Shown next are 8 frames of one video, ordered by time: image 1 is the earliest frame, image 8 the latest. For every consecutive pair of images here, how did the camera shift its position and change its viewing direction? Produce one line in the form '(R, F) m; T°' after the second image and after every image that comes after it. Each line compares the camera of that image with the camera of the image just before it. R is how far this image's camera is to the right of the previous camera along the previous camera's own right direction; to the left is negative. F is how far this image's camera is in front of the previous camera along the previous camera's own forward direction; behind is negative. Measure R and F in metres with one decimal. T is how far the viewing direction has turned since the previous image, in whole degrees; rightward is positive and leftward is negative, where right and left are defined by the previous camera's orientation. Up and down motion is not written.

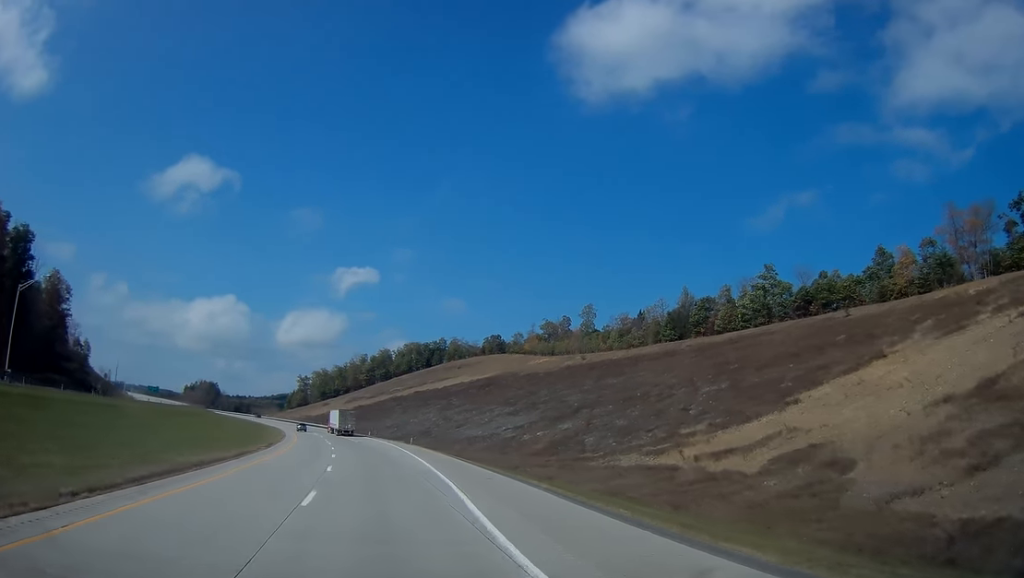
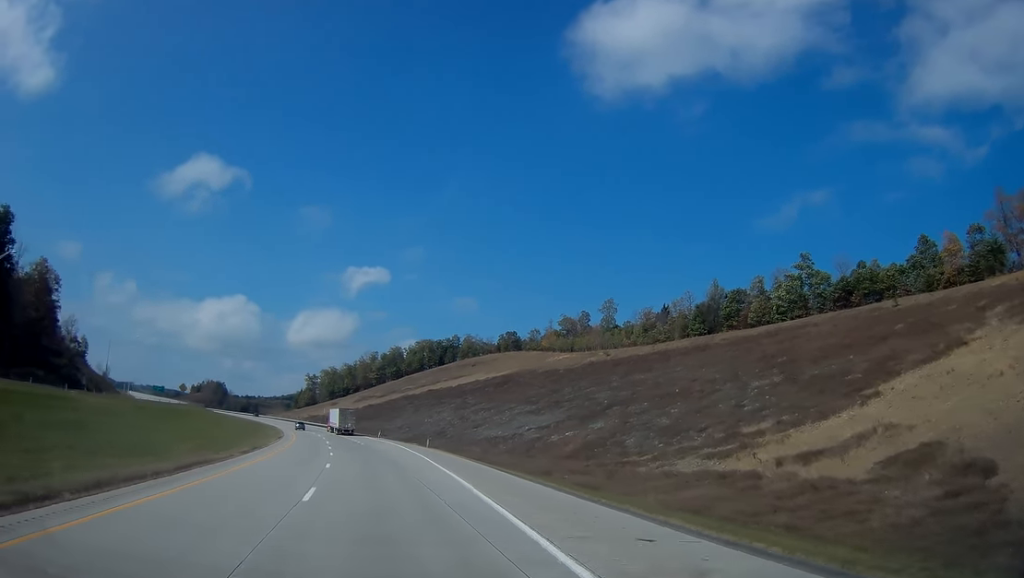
(0.0, +11.5) m; -1°
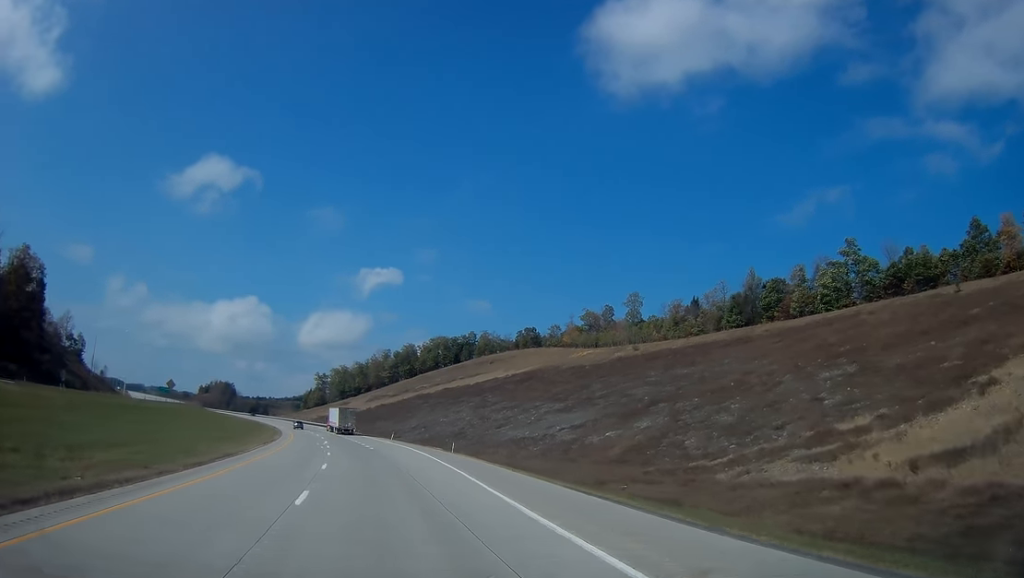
(-0.2, +13.3) m; -1°
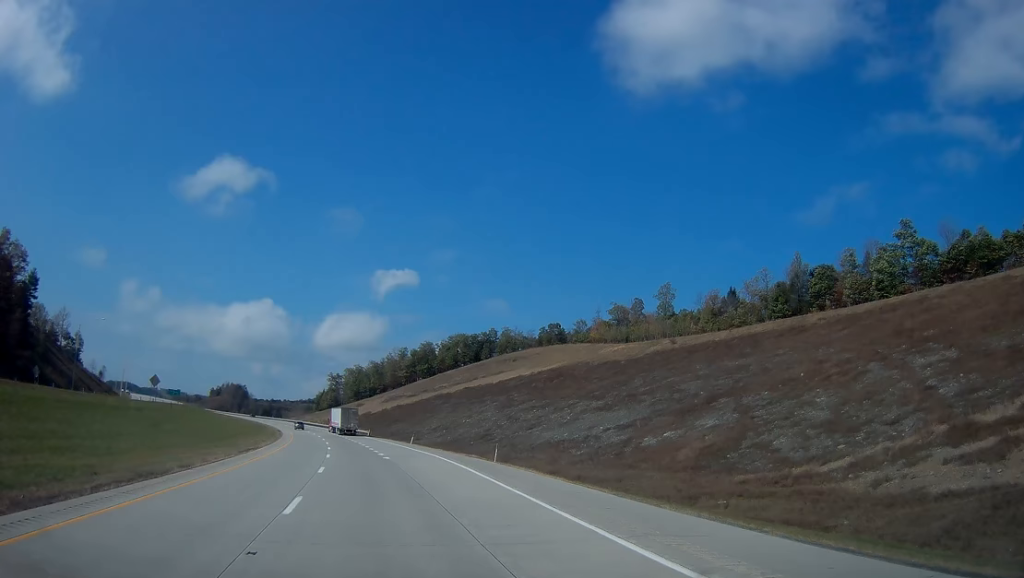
(-0.1, +14.1) m; -1°
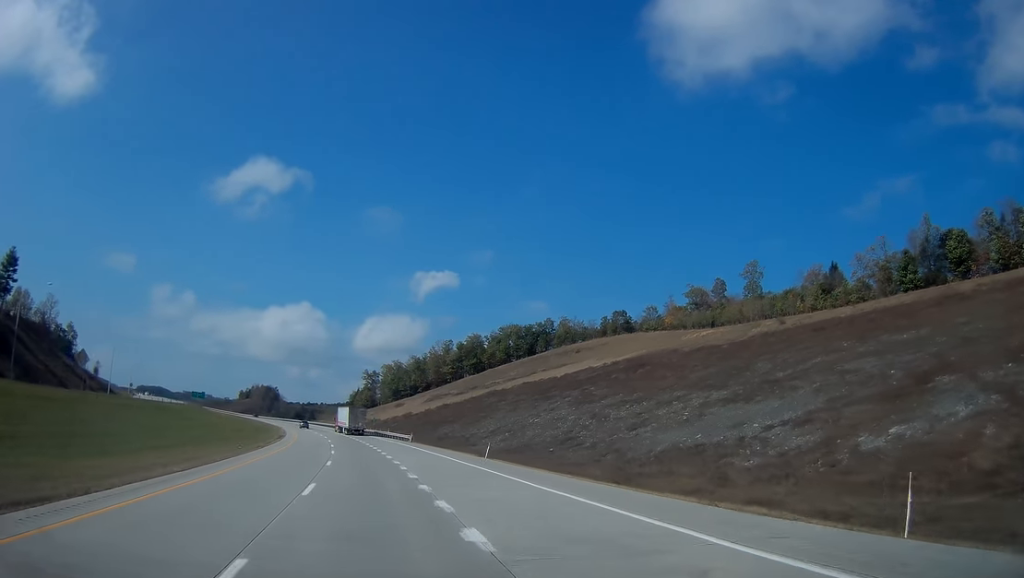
(-0.9, +32.7) m; -3°
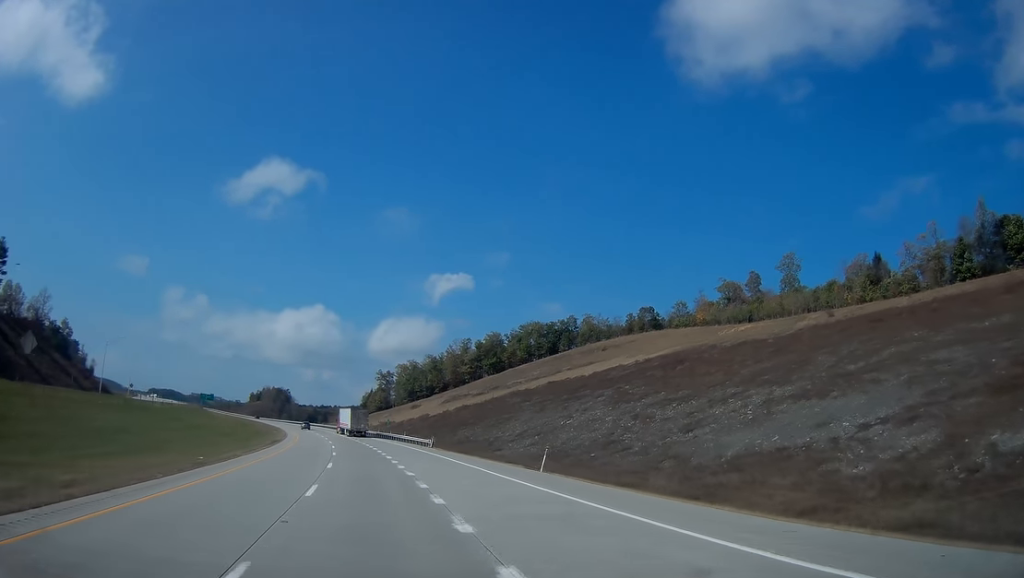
(0.0, +12.4) m; -1°
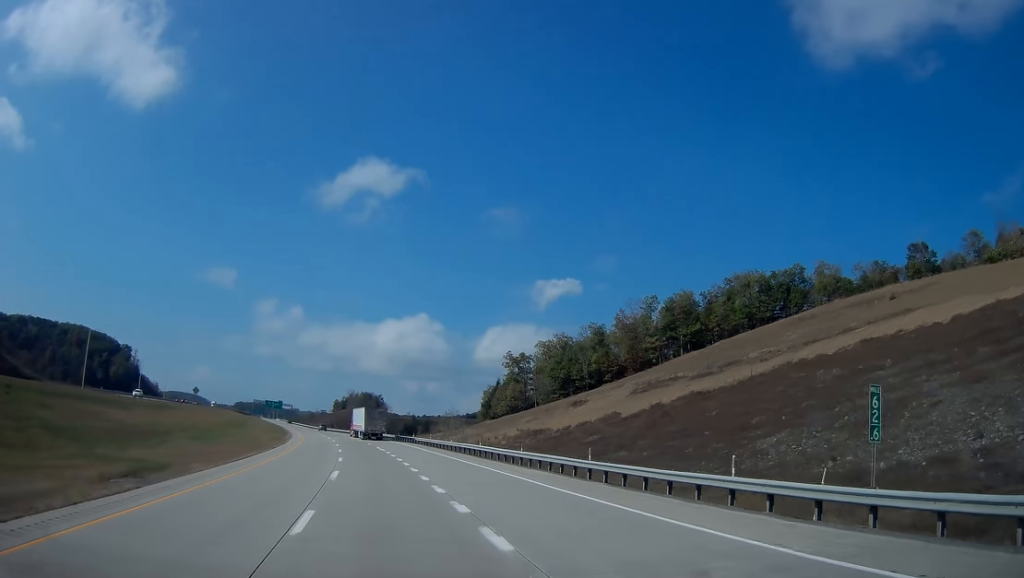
(-8.0, +91.2) m; -10°
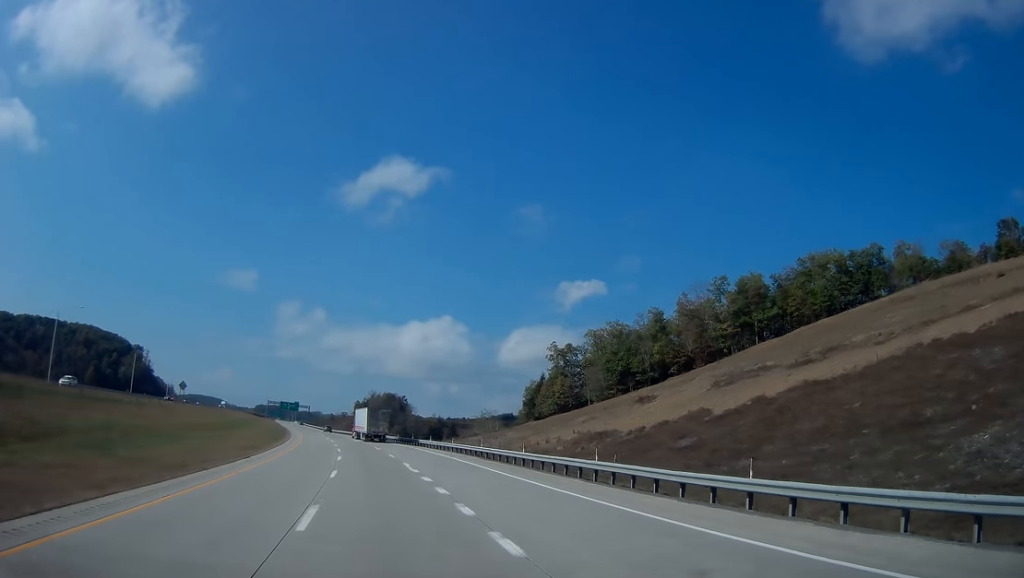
(-0.4, +23.1) m; -2°
